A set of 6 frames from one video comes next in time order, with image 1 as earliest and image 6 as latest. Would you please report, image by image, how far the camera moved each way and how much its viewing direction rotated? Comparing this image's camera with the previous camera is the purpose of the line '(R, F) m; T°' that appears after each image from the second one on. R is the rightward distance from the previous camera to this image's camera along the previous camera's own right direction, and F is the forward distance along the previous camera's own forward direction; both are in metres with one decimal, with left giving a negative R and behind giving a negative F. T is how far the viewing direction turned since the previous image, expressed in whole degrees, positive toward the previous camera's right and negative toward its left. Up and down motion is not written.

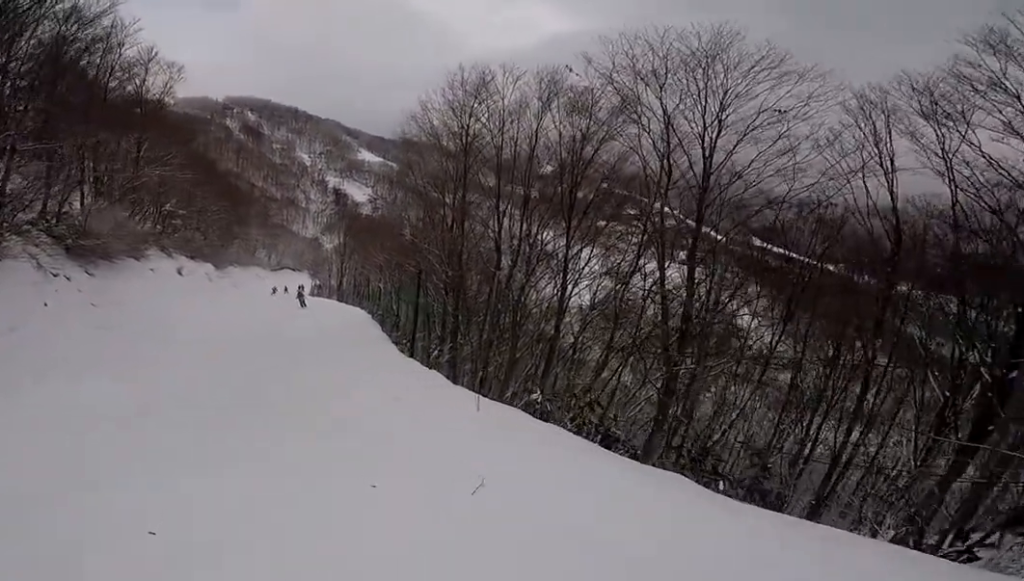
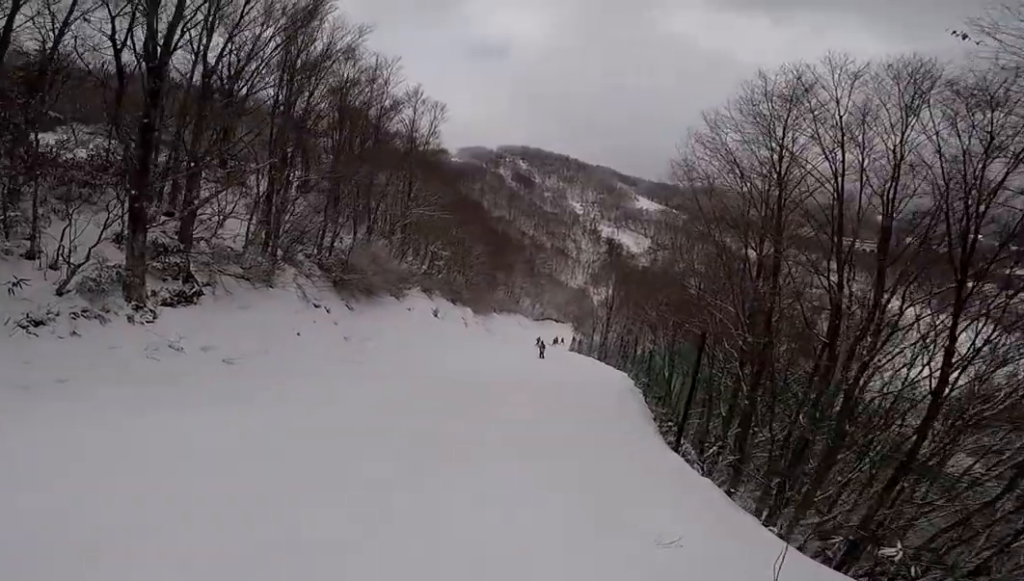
(-0.5, +2.2) m; -26°
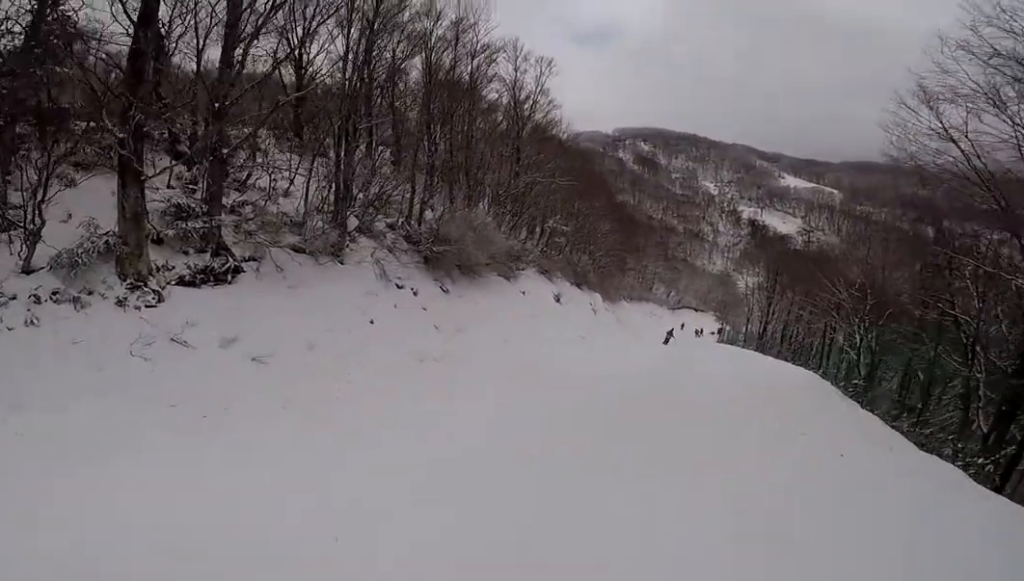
(-1.3, +3.5) m; -18°
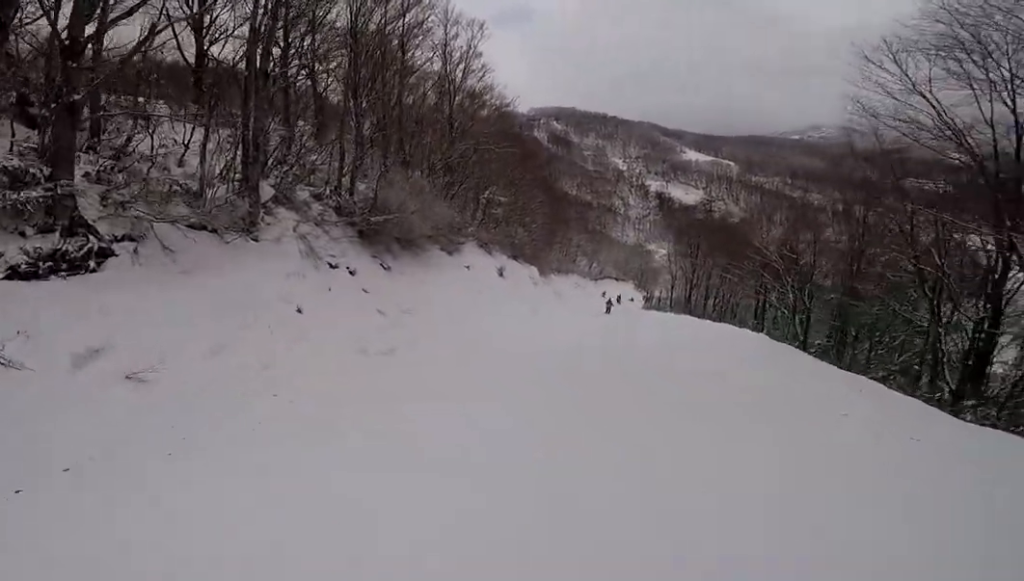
(-0.1, +1.8) m; +9°
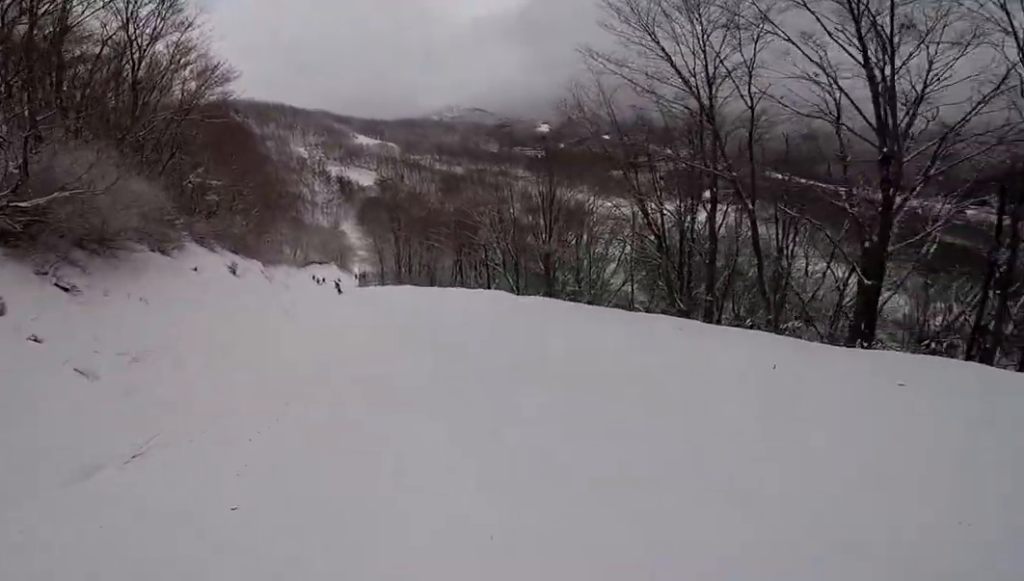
(+1.3, +3.5) m; +41°
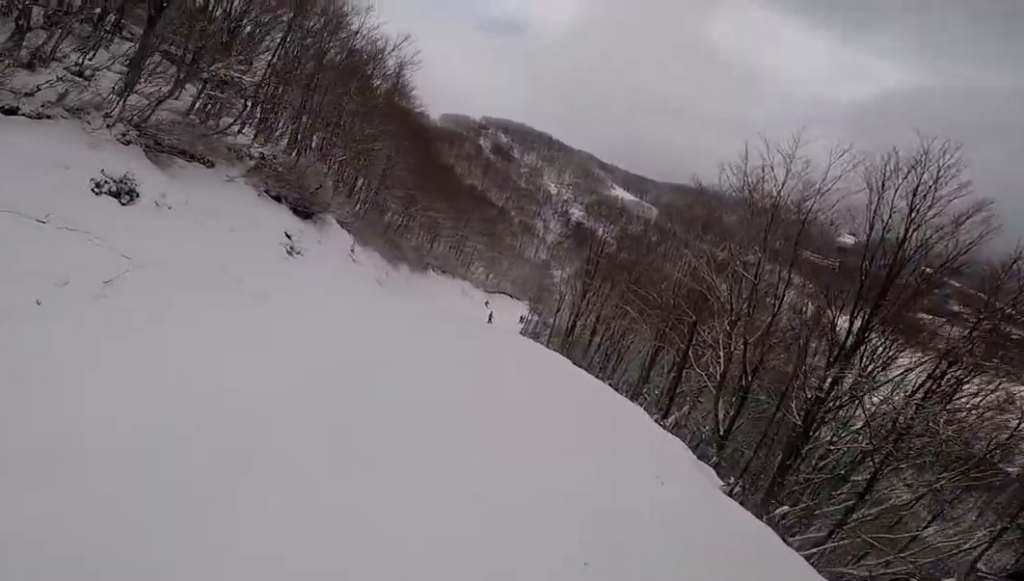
(+3.2, +10.8) m; -9°
